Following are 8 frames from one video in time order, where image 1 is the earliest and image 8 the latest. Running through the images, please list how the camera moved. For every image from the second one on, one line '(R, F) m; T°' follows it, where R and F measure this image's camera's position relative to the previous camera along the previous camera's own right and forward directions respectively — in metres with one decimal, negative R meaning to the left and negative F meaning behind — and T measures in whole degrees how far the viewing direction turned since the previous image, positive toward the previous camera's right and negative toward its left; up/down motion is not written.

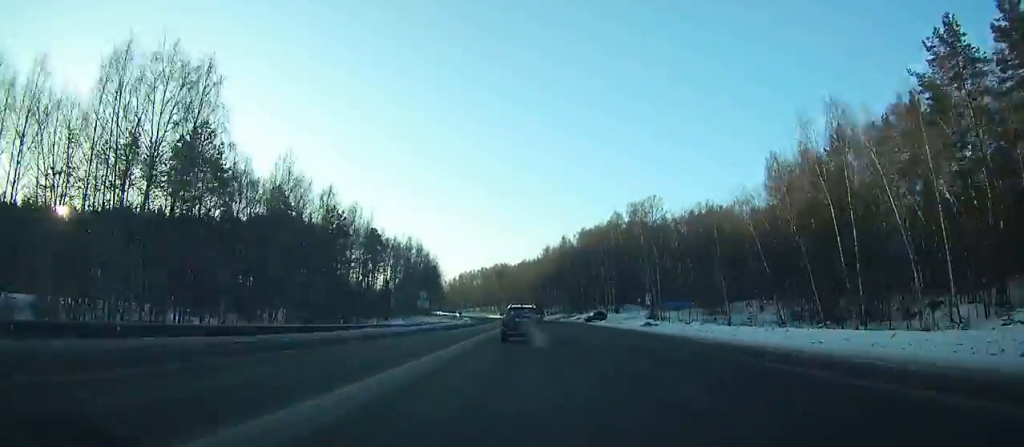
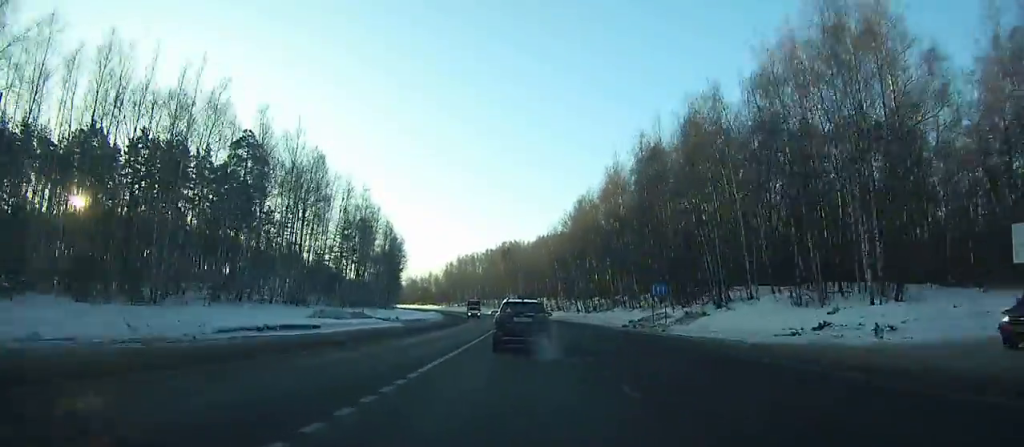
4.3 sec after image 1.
(-1.2, +88.4) m; -2°
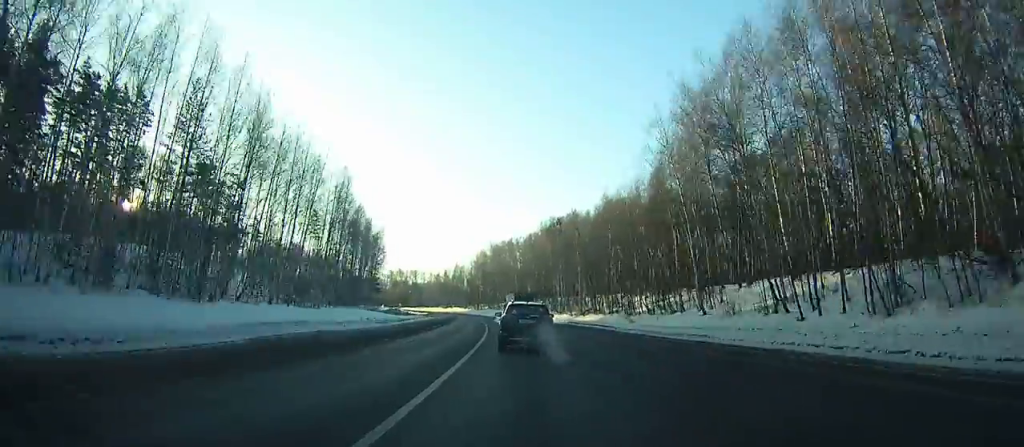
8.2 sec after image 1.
(-2.3, +78.9) m; -5°
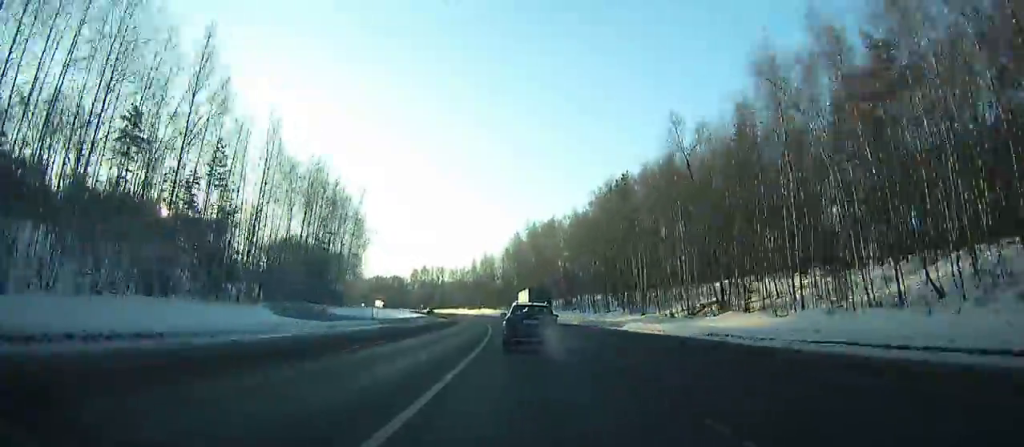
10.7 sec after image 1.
(-1.8, +50.6) m; -4°
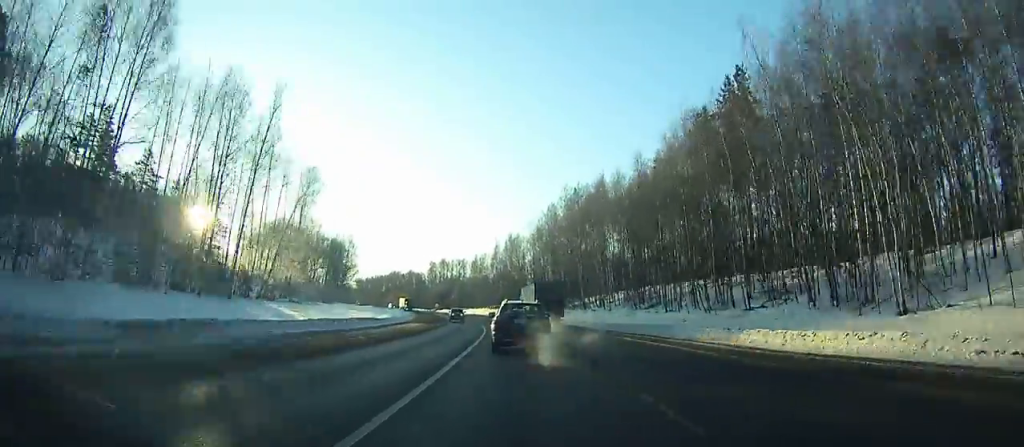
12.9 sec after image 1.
(-1.2, +44.8) m; -4°
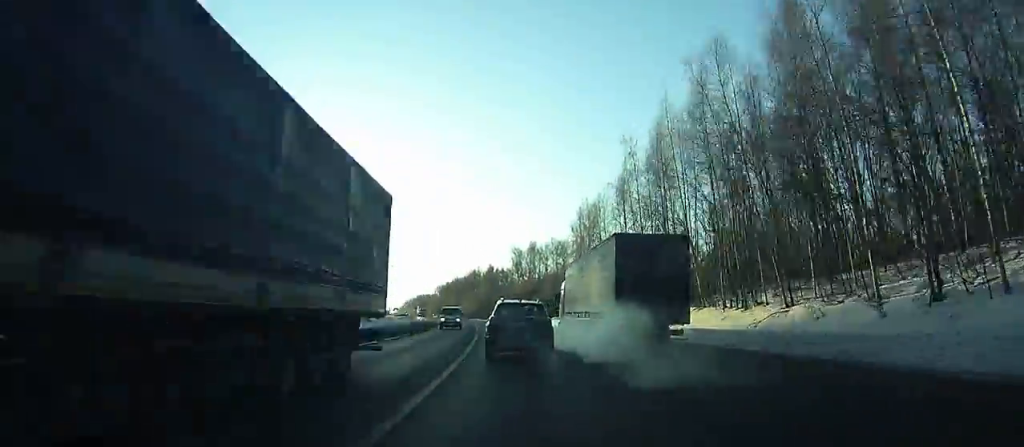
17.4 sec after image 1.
(-7.3, +92.5) m; -10°
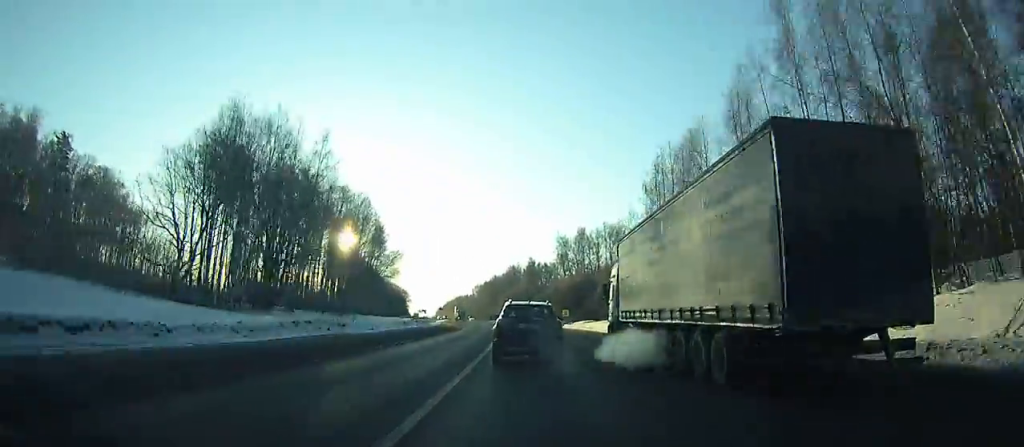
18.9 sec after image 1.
(-0.9, +31.0) m; -3°
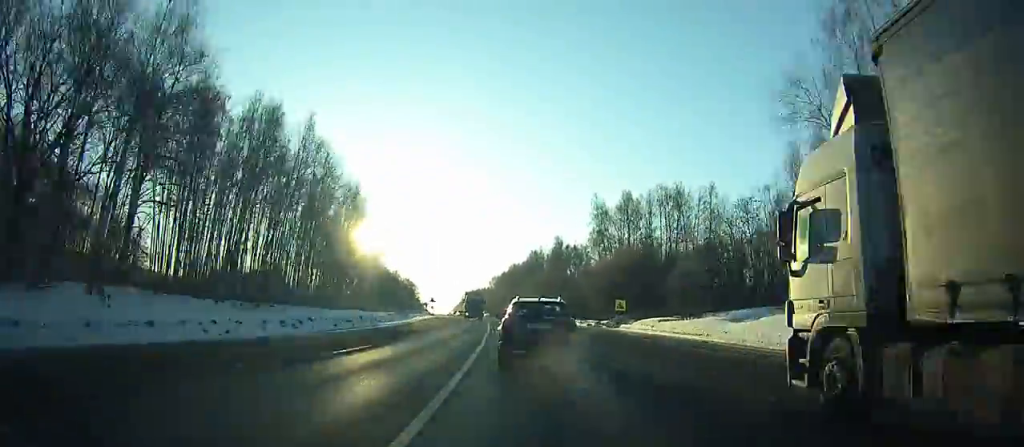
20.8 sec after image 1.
(-1.6, +39.4) m; -3°
